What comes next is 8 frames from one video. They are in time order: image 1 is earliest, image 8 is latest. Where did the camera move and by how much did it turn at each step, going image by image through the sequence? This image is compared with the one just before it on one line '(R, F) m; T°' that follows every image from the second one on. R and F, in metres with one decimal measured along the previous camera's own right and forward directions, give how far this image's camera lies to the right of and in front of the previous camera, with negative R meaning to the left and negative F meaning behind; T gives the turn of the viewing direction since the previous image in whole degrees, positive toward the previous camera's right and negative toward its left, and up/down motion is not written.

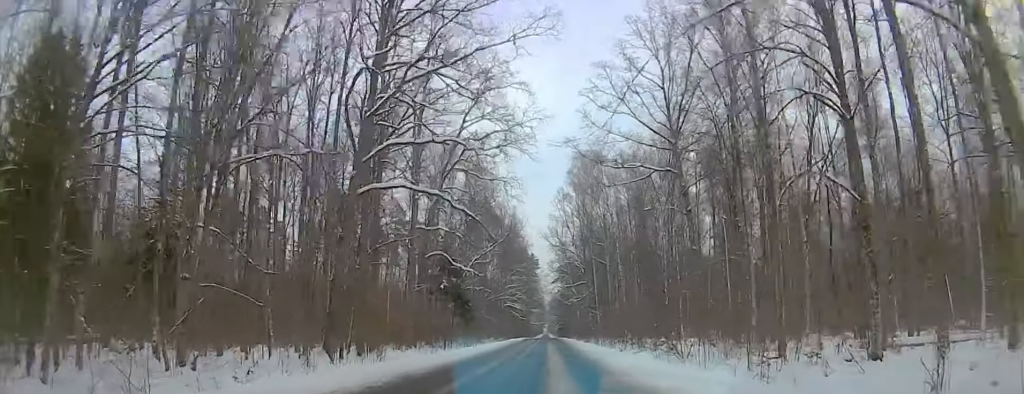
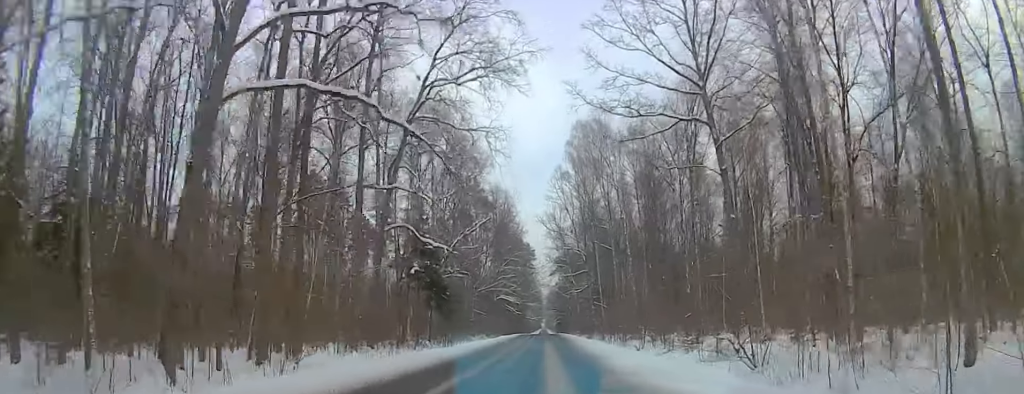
(-0.9, +13.7) m; -3°
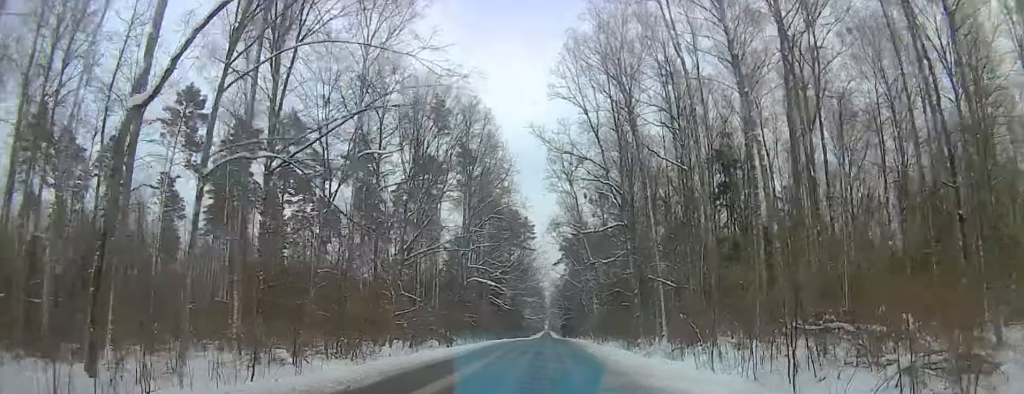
(-1.6, +53.6) m; -2°
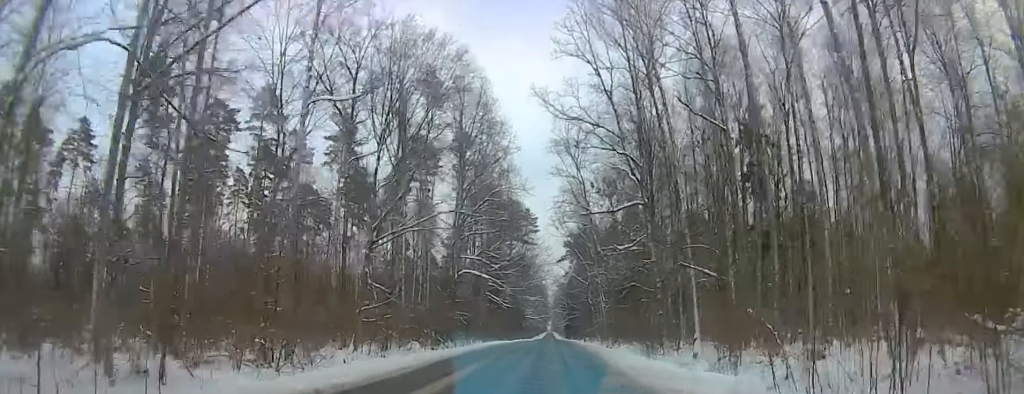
(0.0, +10.1) m; 0°
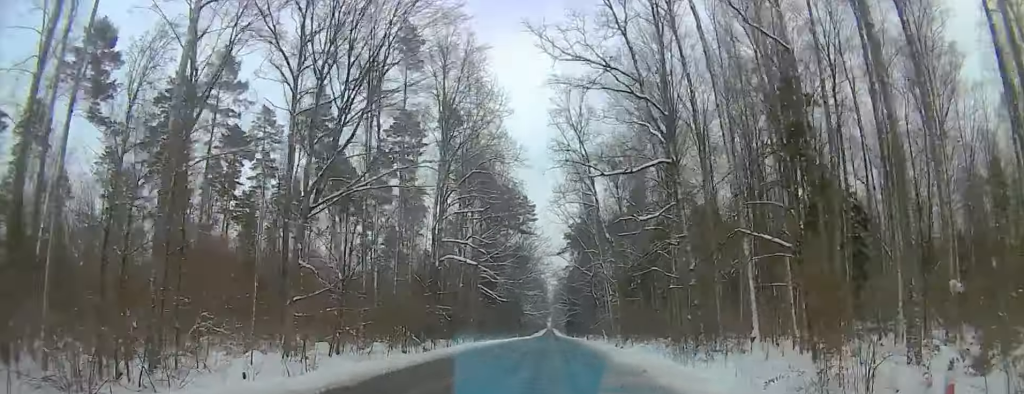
(0.0, +12.1) m; 0°
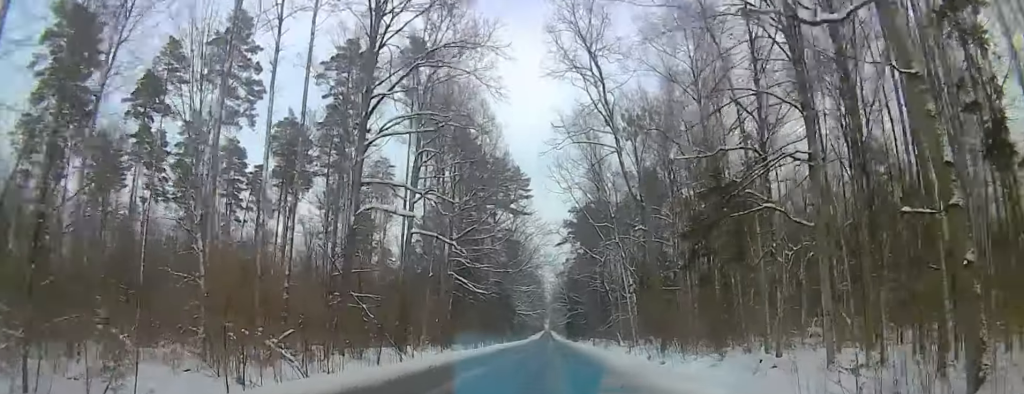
(0.0, +26.0) m; 0°
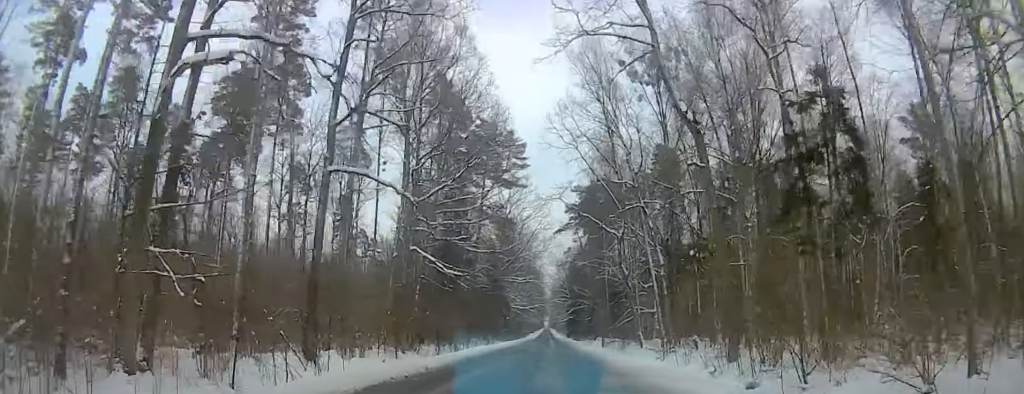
(0.0, +18.7) m; 0°
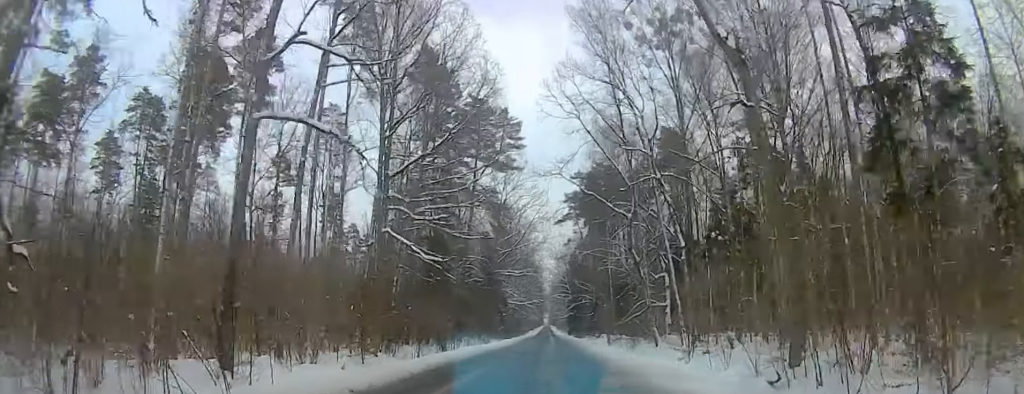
(0.0, +8.2) m; 0°
